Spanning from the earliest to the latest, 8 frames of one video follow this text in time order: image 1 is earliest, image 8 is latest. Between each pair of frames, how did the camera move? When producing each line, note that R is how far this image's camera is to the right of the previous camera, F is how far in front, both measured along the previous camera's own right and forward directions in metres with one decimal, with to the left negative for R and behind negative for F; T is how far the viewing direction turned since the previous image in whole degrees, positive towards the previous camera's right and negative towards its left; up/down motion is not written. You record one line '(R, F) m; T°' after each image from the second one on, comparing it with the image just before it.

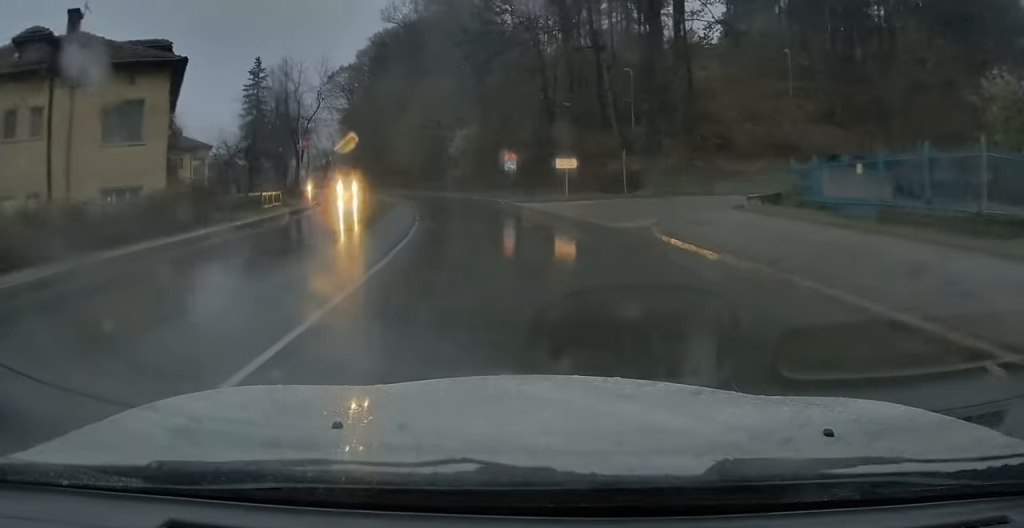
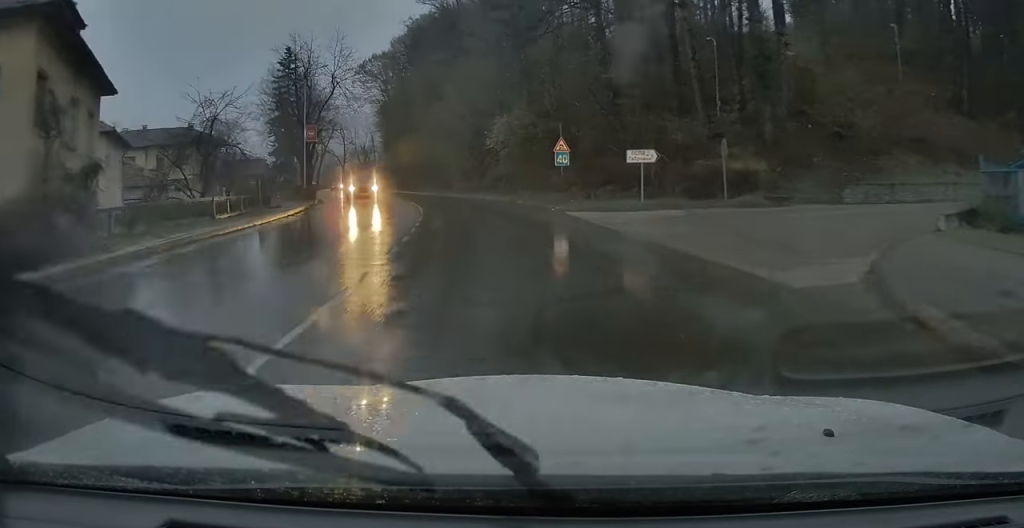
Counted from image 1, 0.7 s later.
(-0.3, +9.6) m; -4°
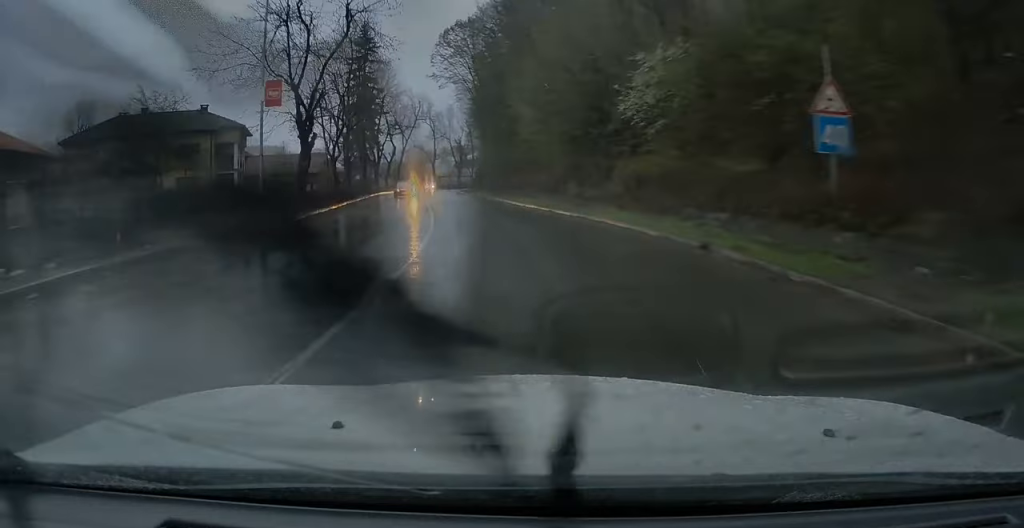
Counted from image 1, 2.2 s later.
(-1.9, +21.8) m; -9°
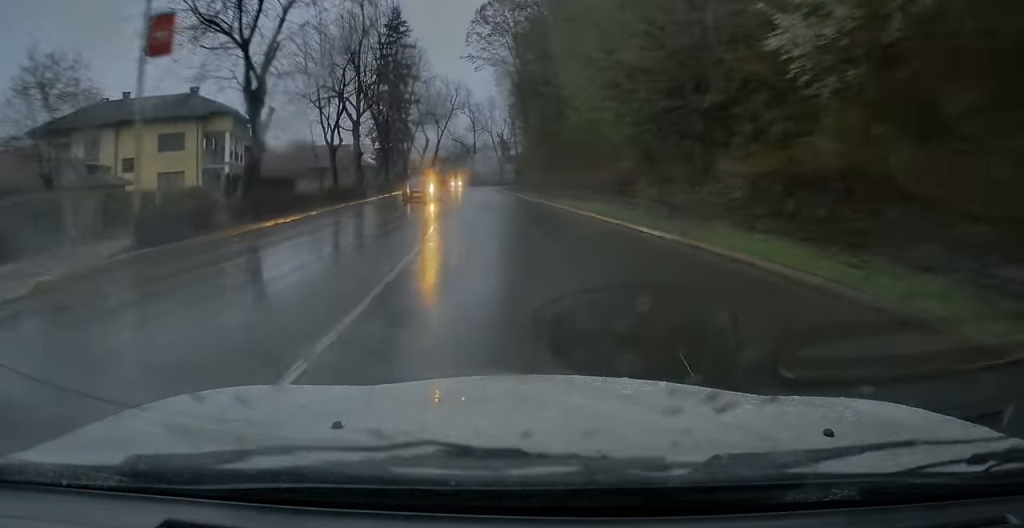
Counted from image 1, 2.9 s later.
(-0.1, +10.0) m; -3°
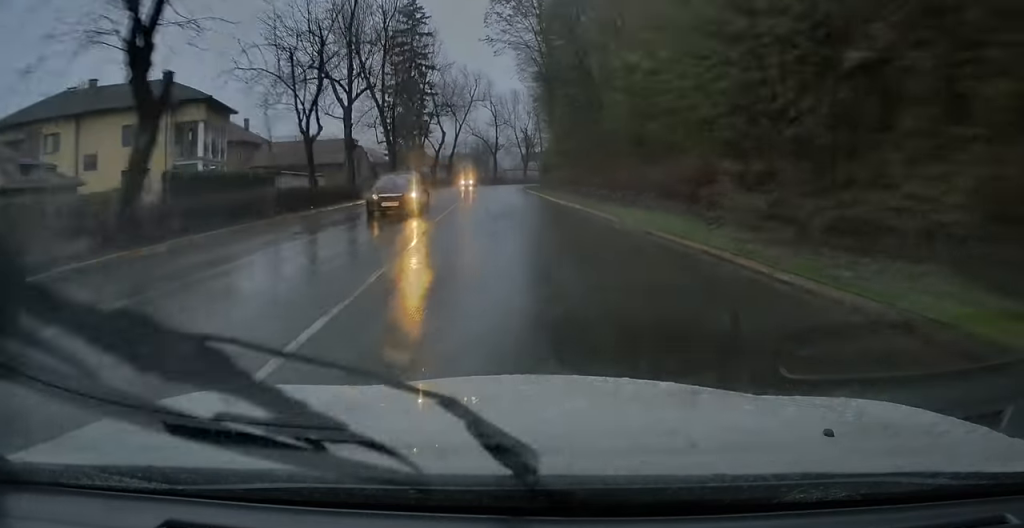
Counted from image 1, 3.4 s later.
(-0.4, +7.8) m; -2°
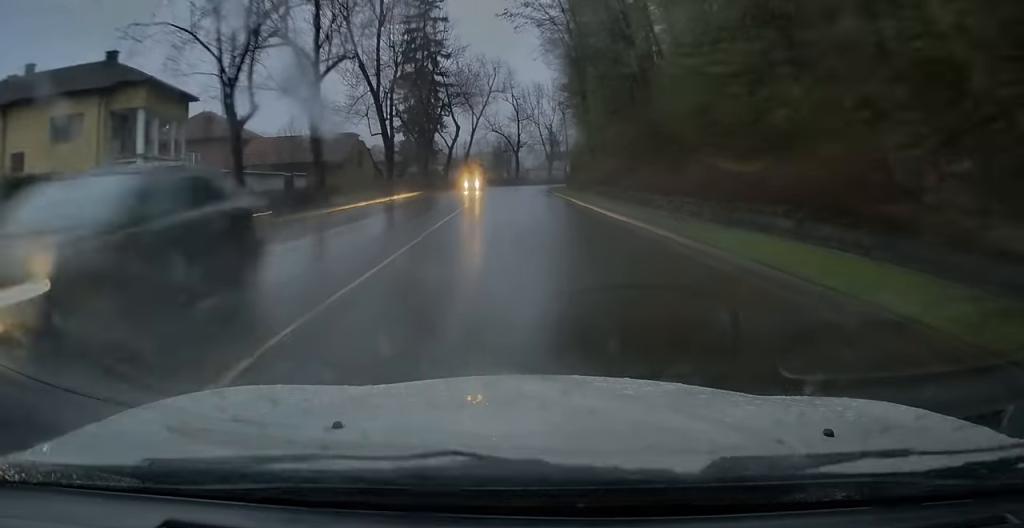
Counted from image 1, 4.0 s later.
(-0.3, +9.4) m; -2°
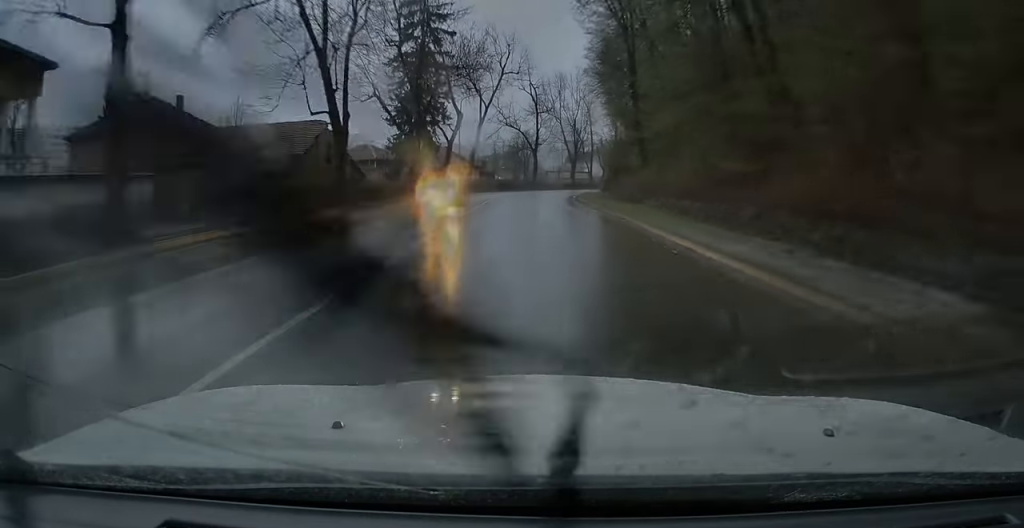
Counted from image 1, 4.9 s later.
(0.0, +15.1) m; 0°
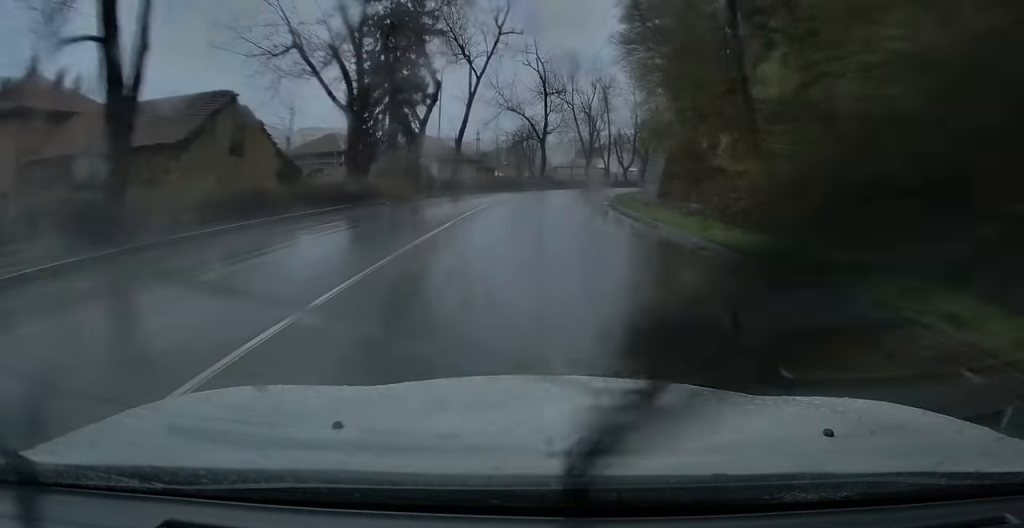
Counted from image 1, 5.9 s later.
(0.0, +16.5) m; +1°
